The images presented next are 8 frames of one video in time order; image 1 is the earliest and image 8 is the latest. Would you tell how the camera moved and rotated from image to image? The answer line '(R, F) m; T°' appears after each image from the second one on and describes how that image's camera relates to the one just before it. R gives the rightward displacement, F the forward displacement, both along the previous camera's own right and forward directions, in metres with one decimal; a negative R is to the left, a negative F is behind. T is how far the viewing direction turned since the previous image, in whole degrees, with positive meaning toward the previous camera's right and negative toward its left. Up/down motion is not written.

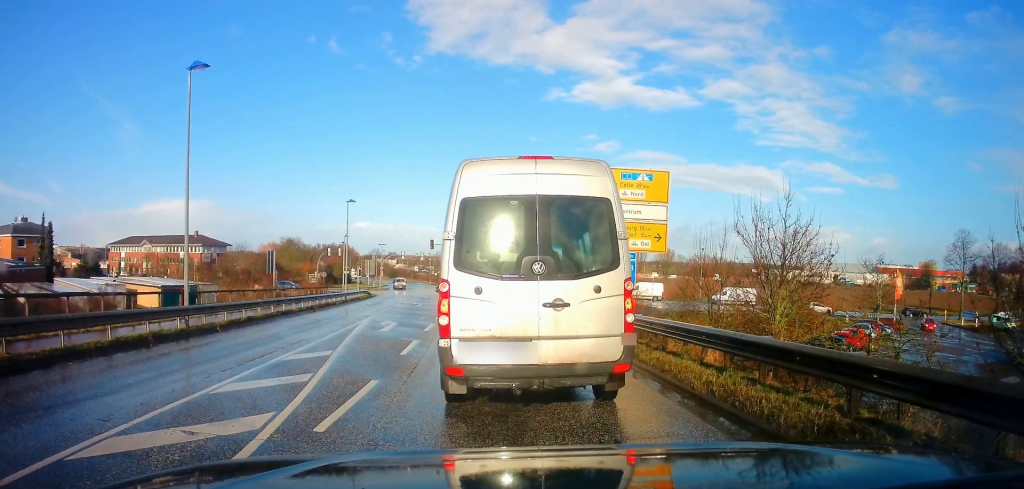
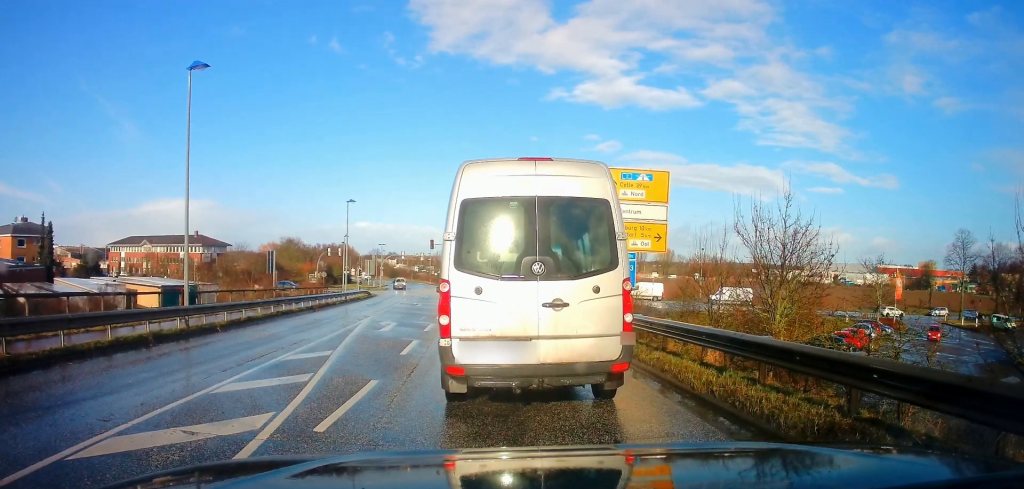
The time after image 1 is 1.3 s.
(0.0, 0.0) m; 0°
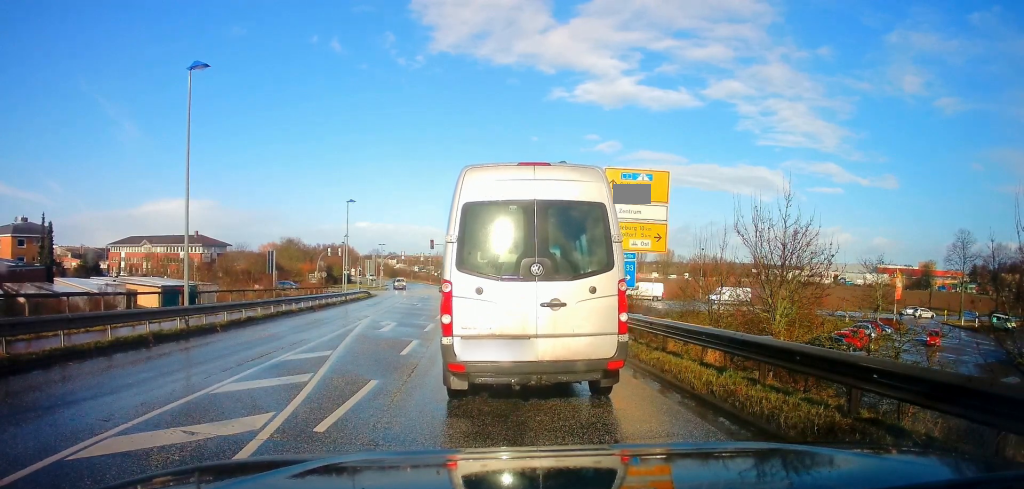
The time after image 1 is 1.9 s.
(0.0, 0.0) m; 0°
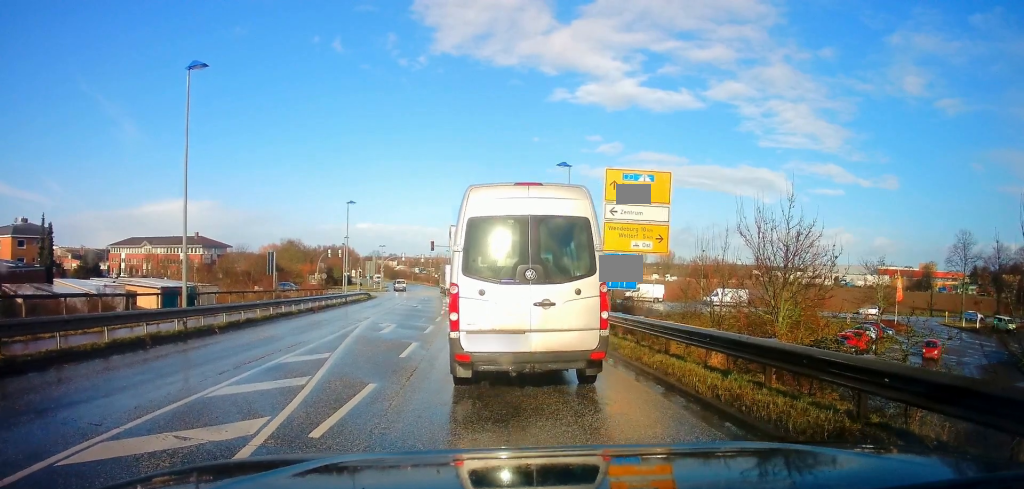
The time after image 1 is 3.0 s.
(0.0, +0.3) m; 0°
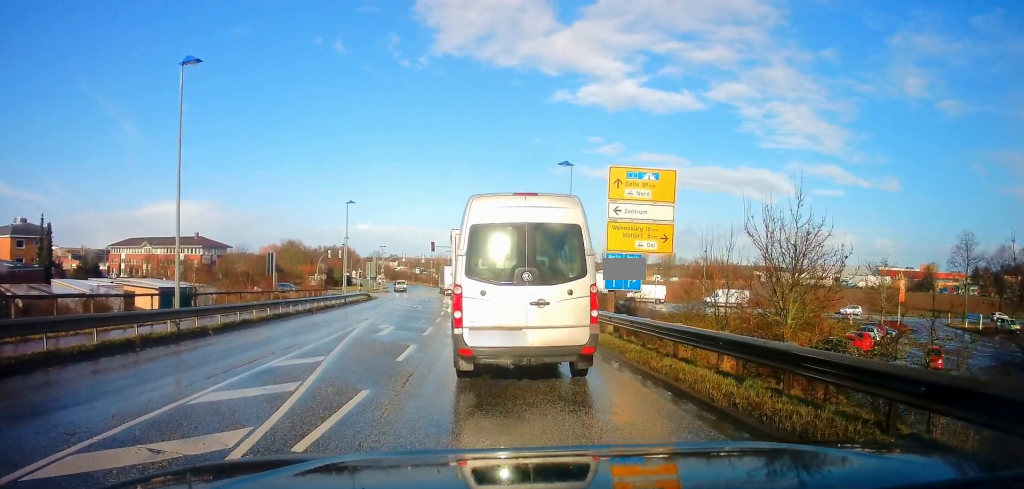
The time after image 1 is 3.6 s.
(0.0, +0.4) m; 0°
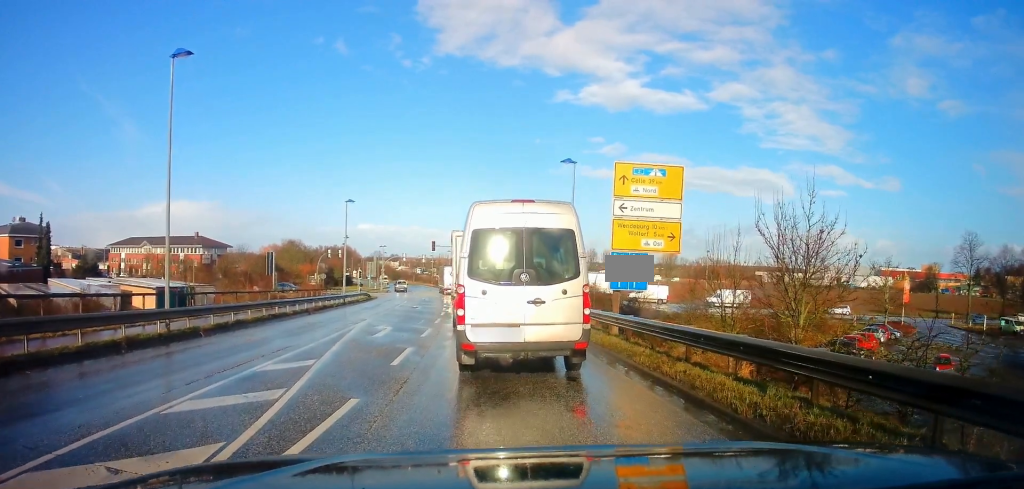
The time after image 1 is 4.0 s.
(+0.1, +0.7) m; +2°
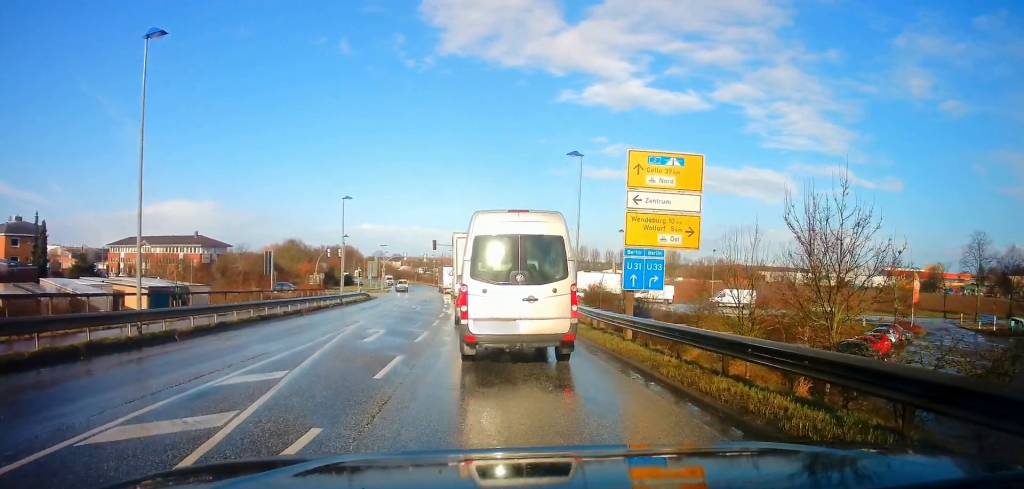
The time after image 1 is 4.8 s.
(+0.1, +1.5) m; +2°
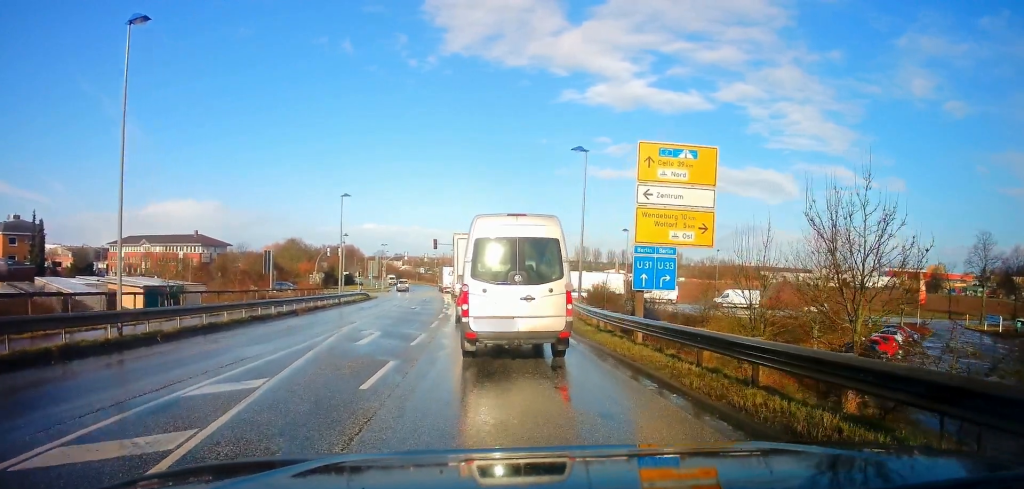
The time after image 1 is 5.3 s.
(0.0, +1.0) m; -1°
